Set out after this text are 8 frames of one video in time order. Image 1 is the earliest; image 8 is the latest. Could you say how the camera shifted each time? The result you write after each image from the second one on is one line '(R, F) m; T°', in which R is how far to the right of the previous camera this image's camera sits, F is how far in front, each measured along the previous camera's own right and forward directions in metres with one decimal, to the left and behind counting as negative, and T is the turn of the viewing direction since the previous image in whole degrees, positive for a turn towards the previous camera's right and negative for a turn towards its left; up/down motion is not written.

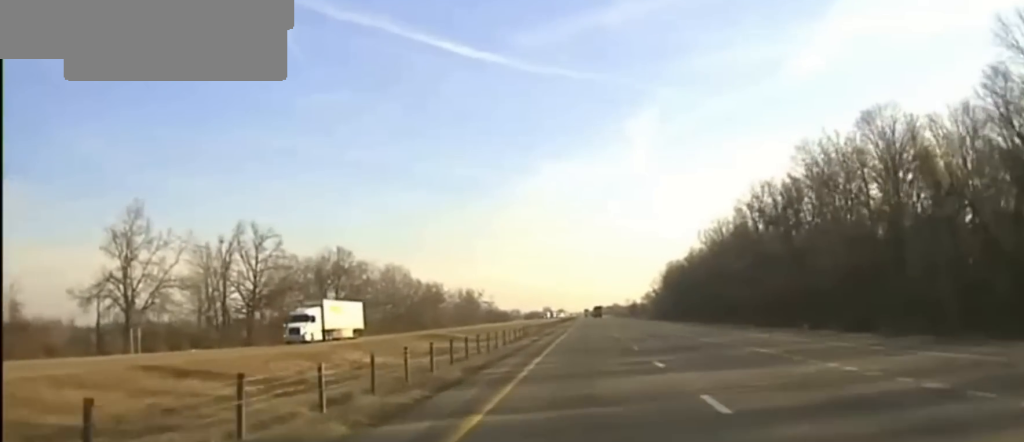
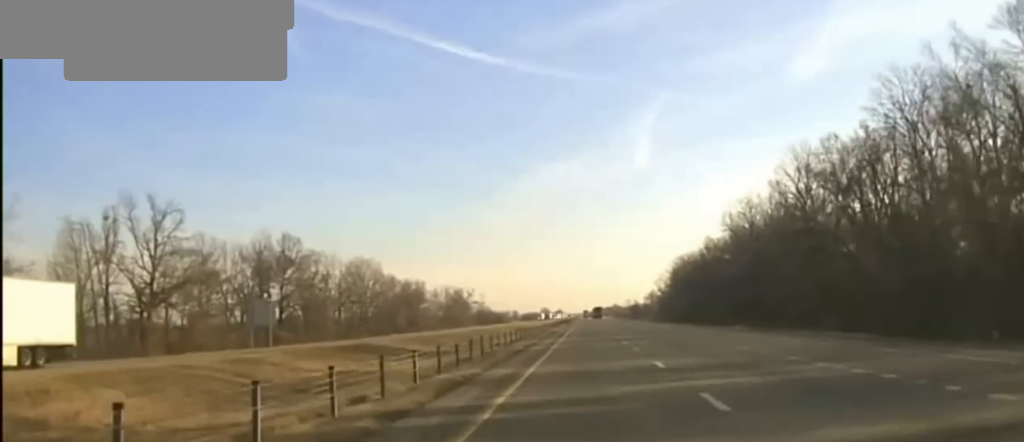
(0.0, +36.1) m; -1°
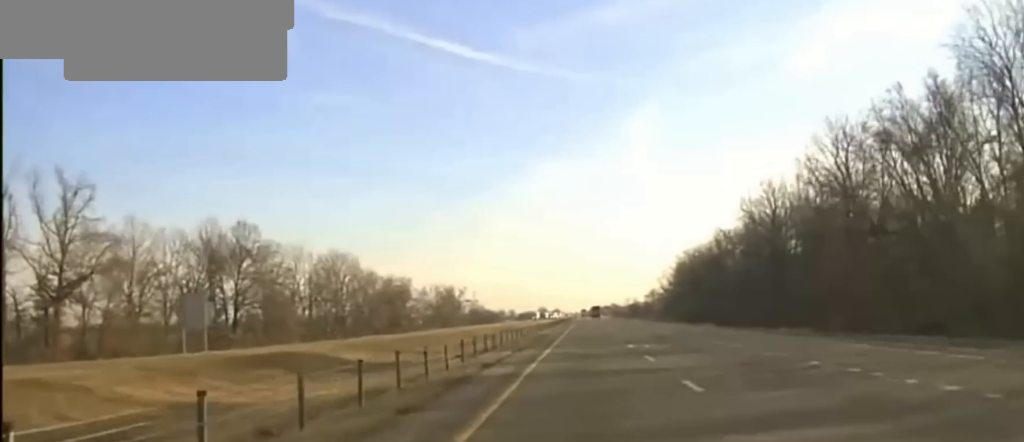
(-0.3, +19.7) m; 0°
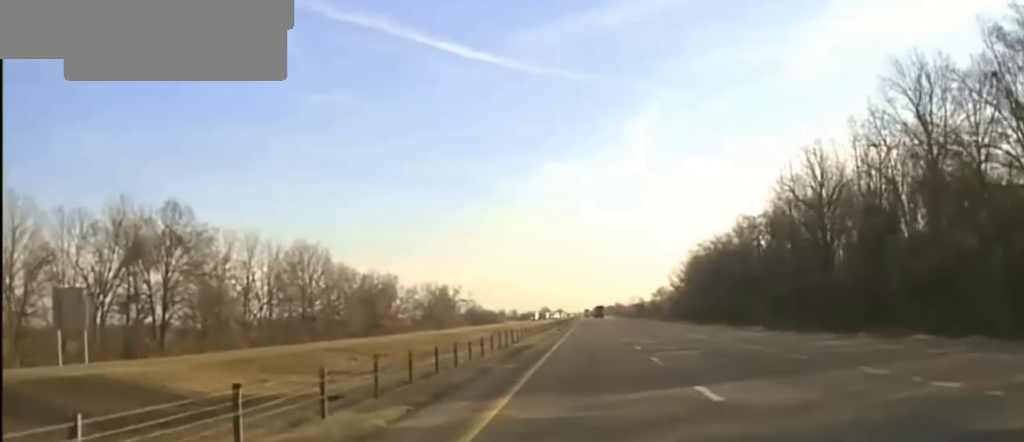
(-0.2, +25.9) m; 0°
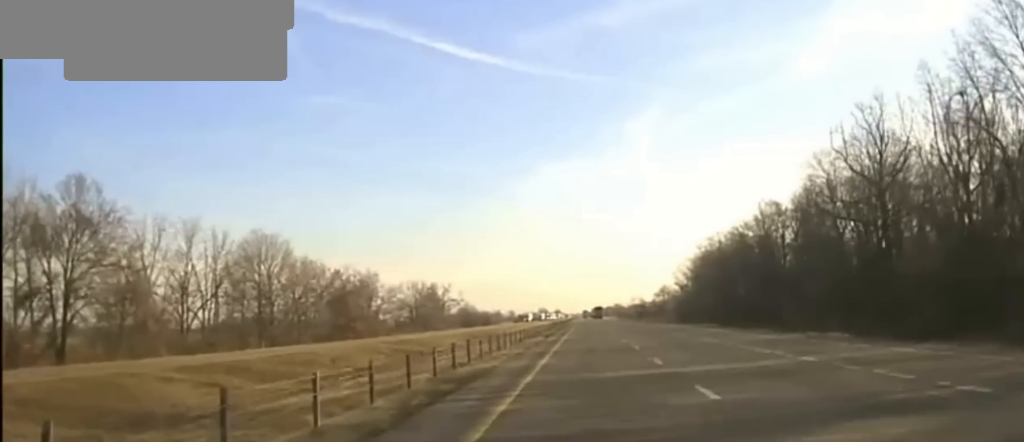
(+0.3, +23.4) m; +1°
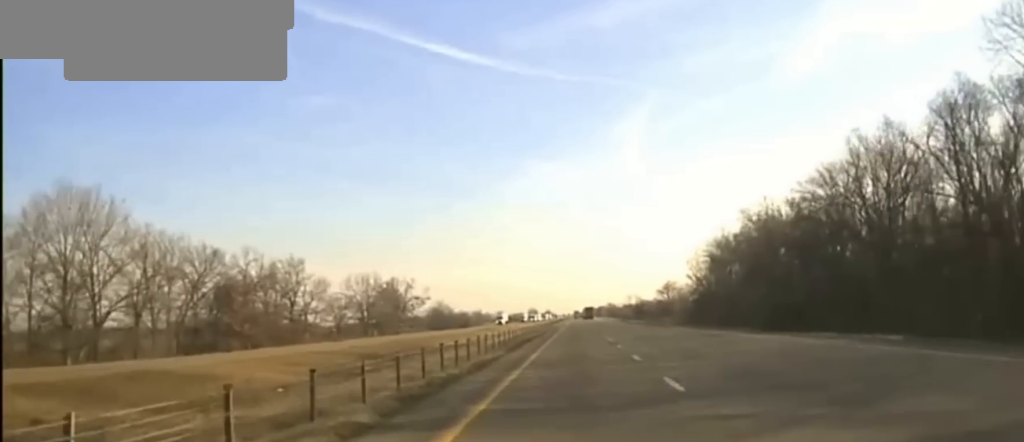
(+0.4, +58.6) m; 0°
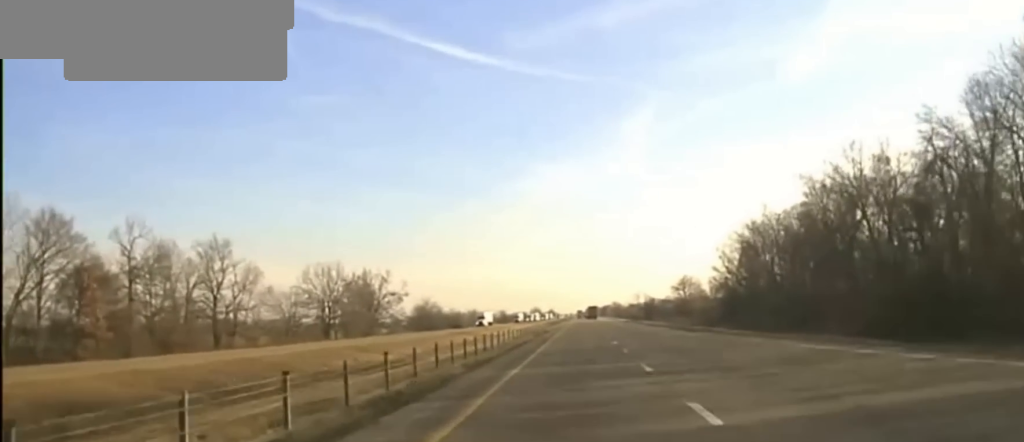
(-0.3, +40.6) m; 0°
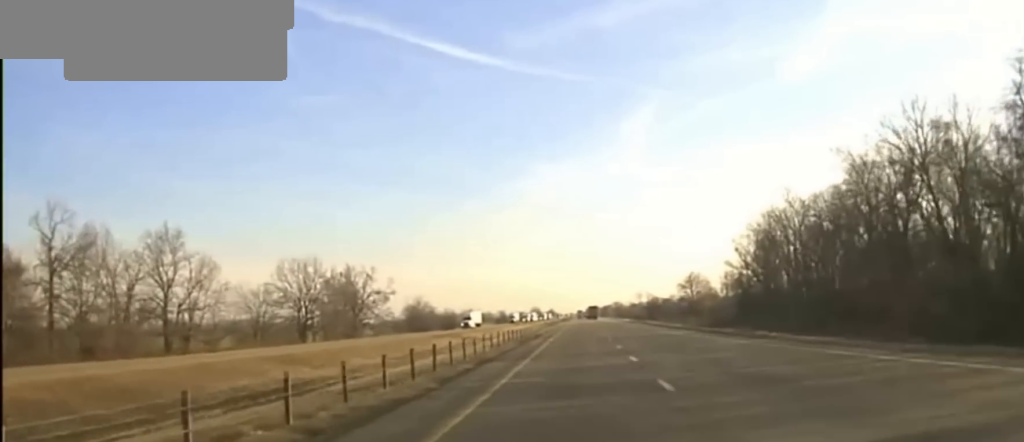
(0.0, +18.6) m; 0°
